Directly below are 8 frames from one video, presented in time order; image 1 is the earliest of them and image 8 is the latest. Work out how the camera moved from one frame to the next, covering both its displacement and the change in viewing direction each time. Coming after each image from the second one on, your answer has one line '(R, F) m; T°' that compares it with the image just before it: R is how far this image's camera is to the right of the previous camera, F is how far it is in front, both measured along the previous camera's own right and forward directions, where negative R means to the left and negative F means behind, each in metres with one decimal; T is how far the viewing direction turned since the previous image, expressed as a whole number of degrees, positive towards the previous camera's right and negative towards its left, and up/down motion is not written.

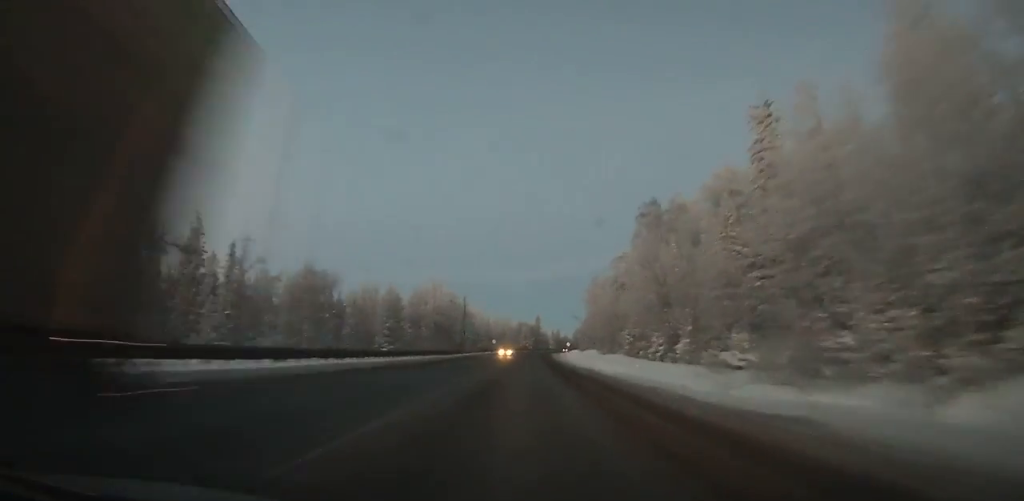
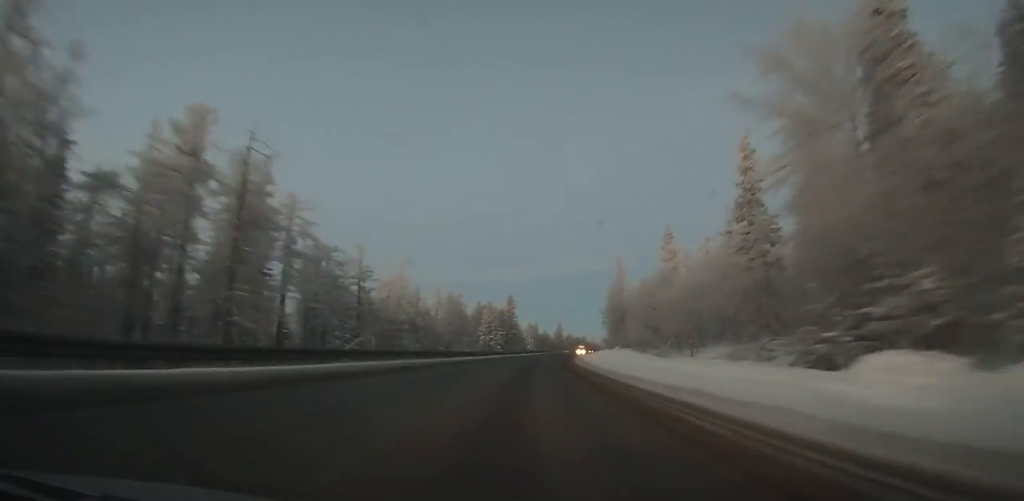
(+2.9, +117.8) m; +4°
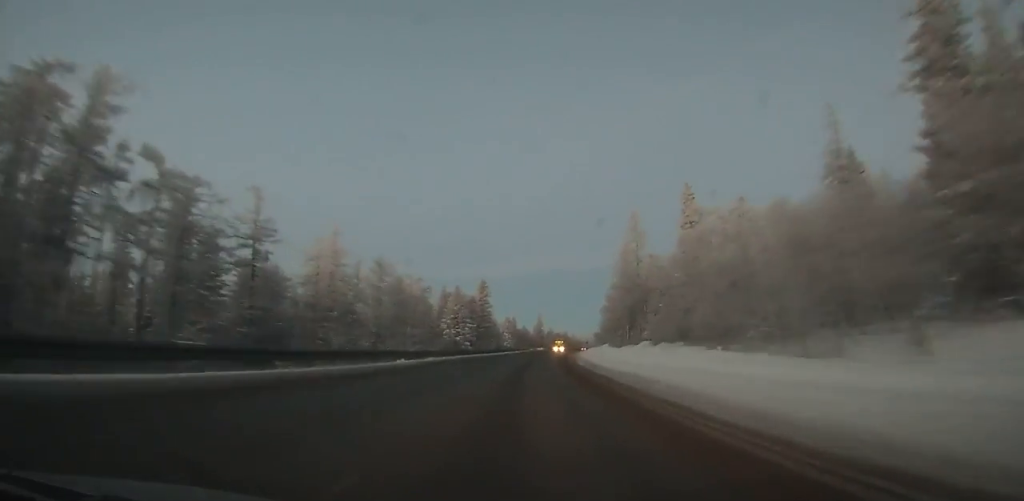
(+0.3, +31.6) m; +2°
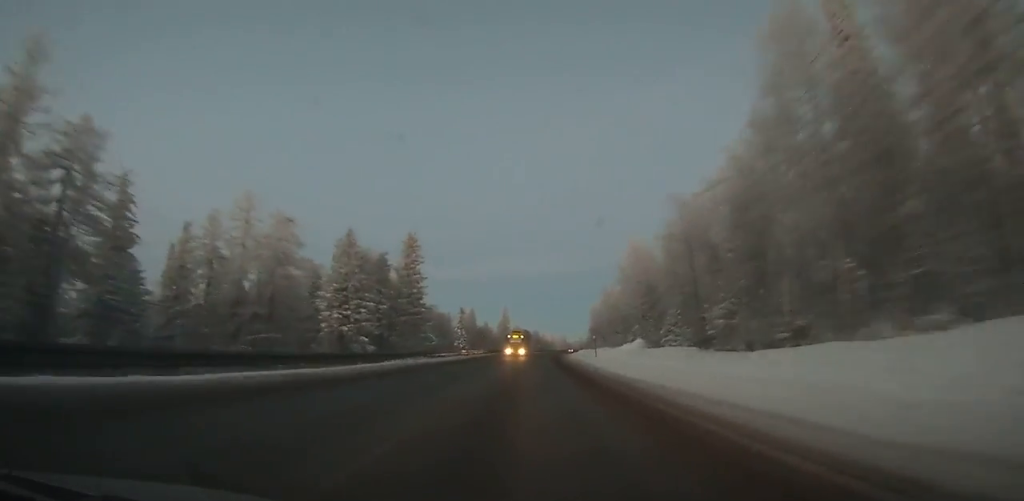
(+1.6, +58.7) m; +3°
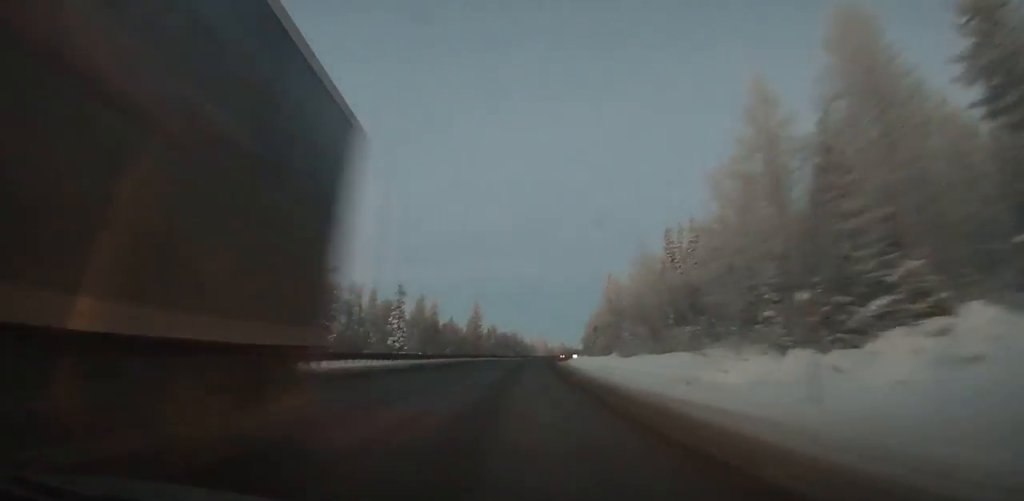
(+1.6, +51.5) m; +2°
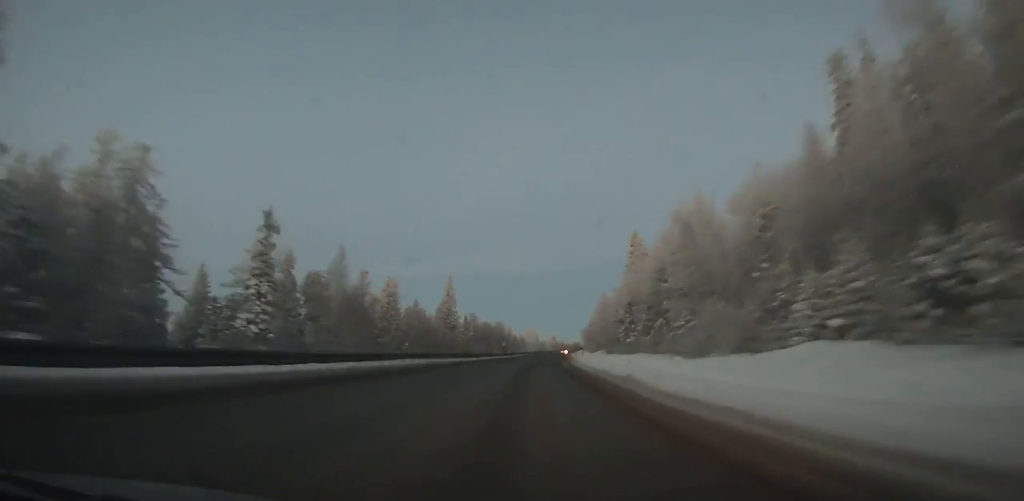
(+0.8, +46.5) m; +2°
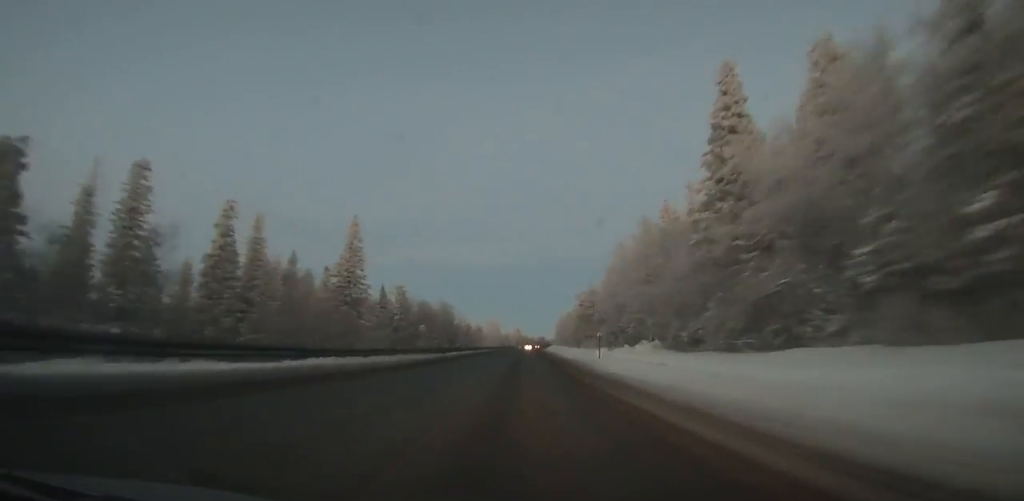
(+1.1, +63.4) m; +2°
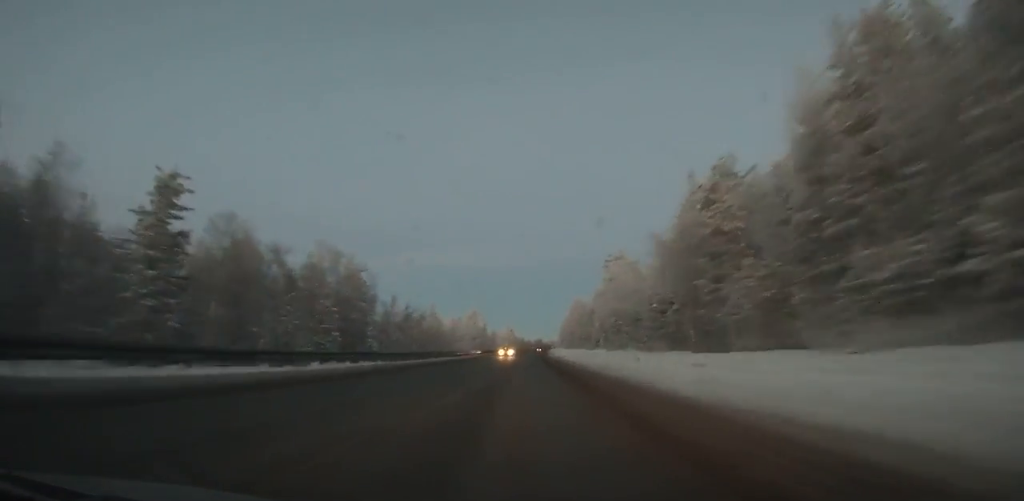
(+1.6, +79.9) m; +1°
